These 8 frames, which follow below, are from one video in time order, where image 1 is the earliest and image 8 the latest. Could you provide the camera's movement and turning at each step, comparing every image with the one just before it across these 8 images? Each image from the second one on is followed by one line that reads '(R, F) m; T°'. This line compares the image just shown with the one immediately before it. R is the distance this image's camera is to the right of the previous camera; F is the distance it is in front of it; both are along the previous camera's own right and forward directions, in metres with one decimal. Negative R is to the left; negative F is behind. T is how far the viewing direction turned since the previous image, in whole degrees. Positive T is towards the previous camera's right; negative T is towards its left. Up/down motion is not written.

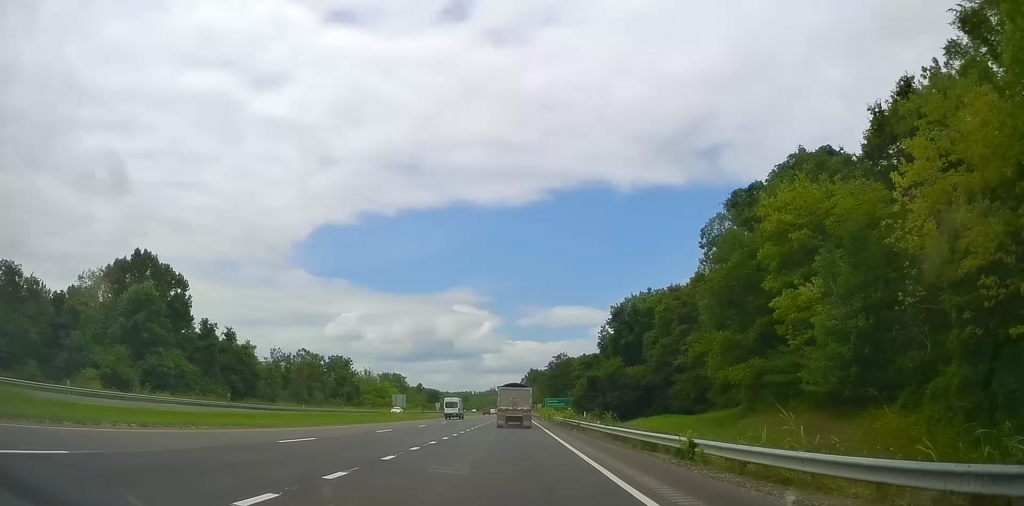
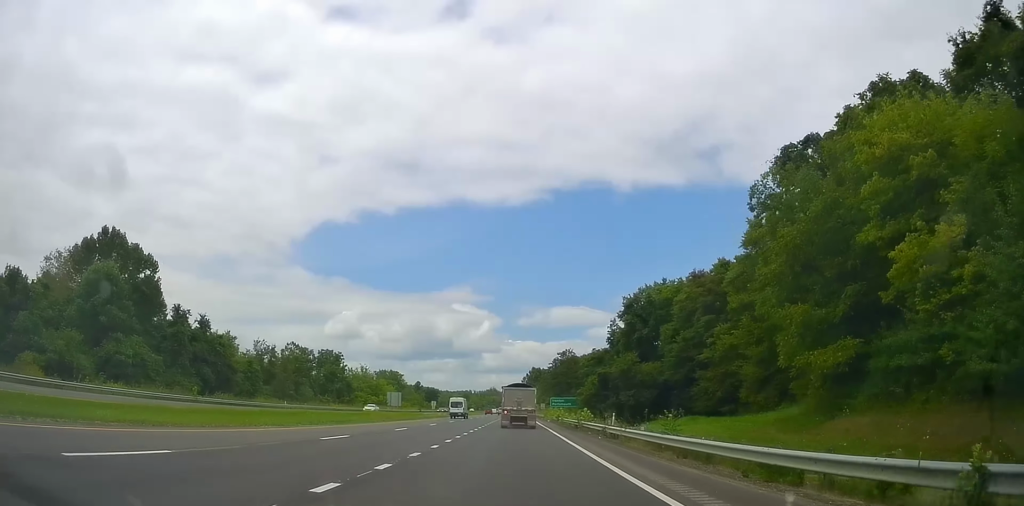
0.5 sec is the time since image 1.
(+0.2, +9.6) m; 0°
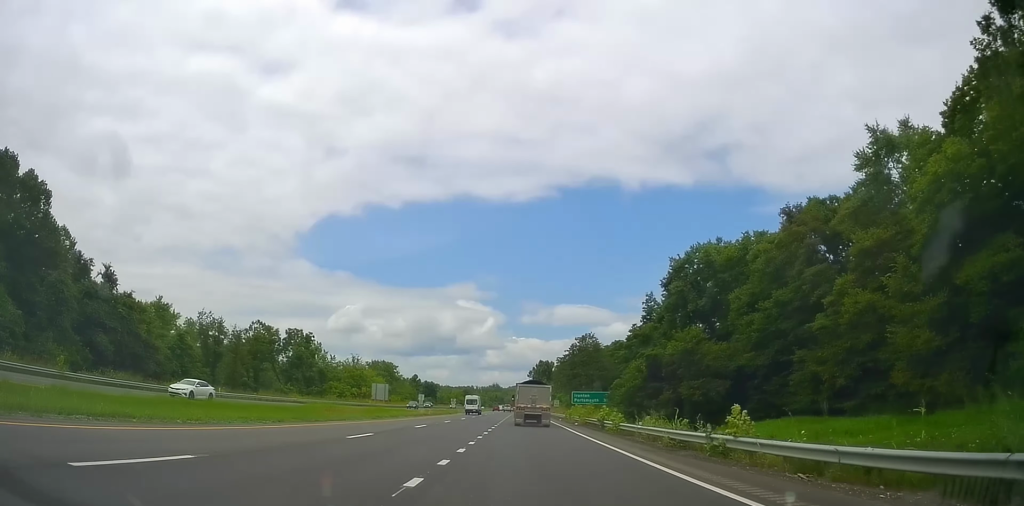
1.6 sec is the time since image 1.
(-0.2, +25.3) m; +1°
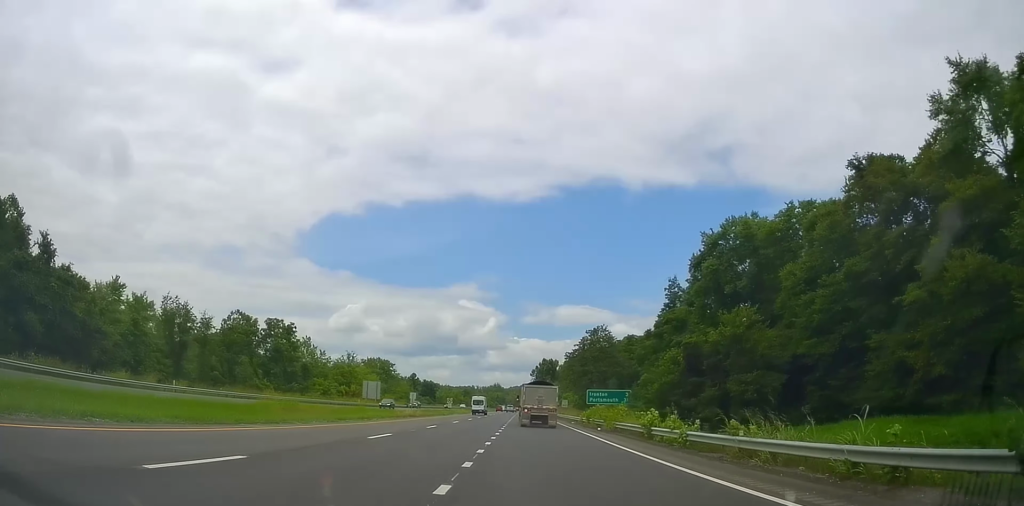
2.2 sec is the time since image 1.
(+0.3, +11.7) m; +1°
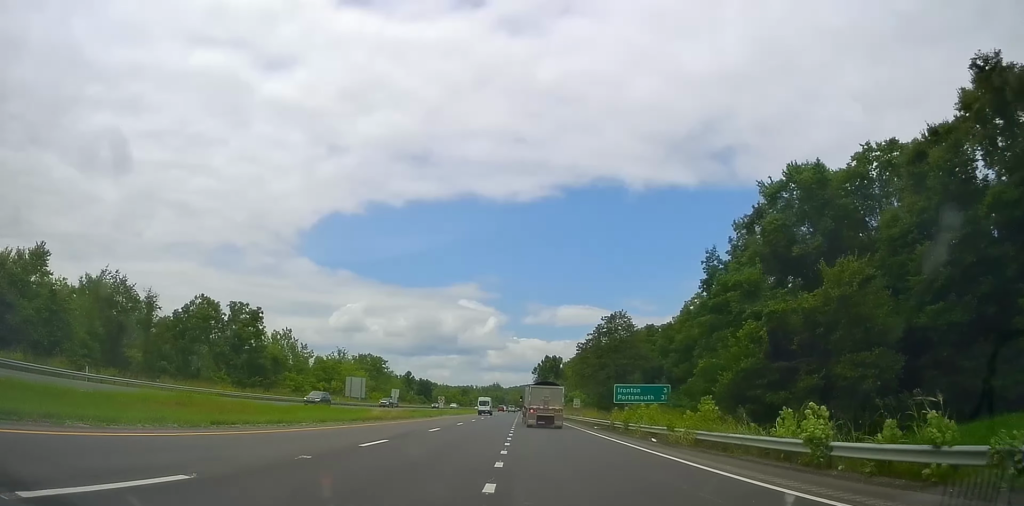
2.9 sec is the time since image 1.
(0.0, +15.4) m; -1°
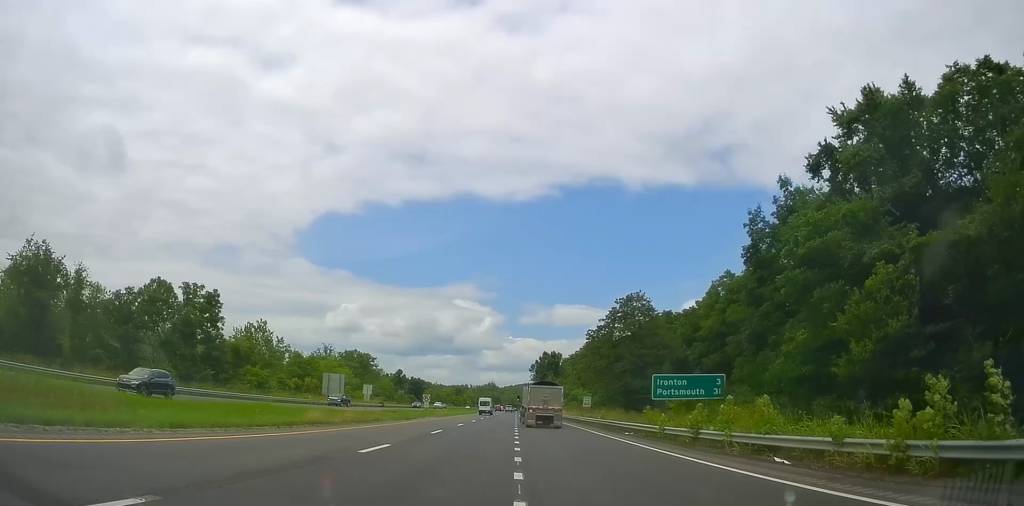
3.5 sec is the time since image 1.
(0.0, +13.7) m; -1°
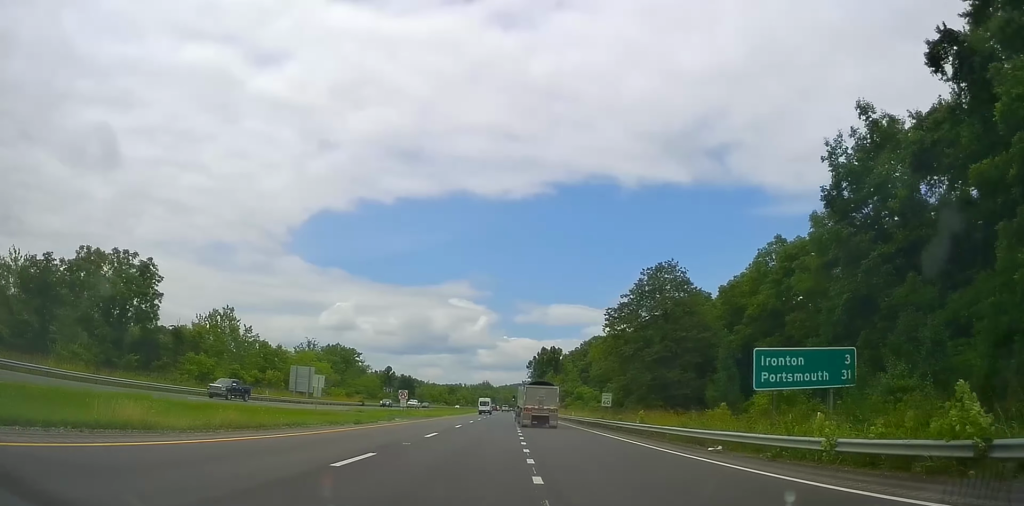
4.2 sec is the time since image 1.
(-0.4, +15.8) m; +1°
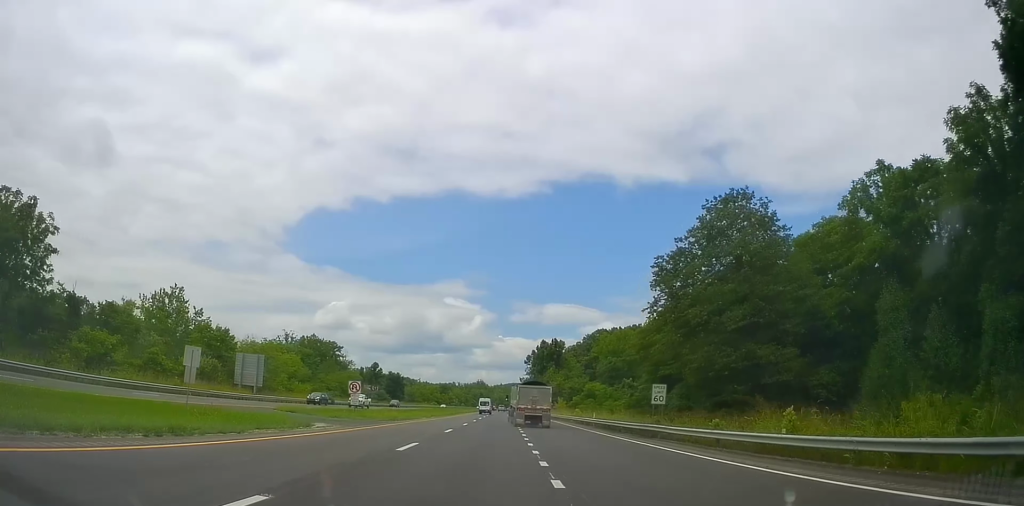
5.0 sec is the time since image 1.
(+0.4, +19.6) m; 0°
